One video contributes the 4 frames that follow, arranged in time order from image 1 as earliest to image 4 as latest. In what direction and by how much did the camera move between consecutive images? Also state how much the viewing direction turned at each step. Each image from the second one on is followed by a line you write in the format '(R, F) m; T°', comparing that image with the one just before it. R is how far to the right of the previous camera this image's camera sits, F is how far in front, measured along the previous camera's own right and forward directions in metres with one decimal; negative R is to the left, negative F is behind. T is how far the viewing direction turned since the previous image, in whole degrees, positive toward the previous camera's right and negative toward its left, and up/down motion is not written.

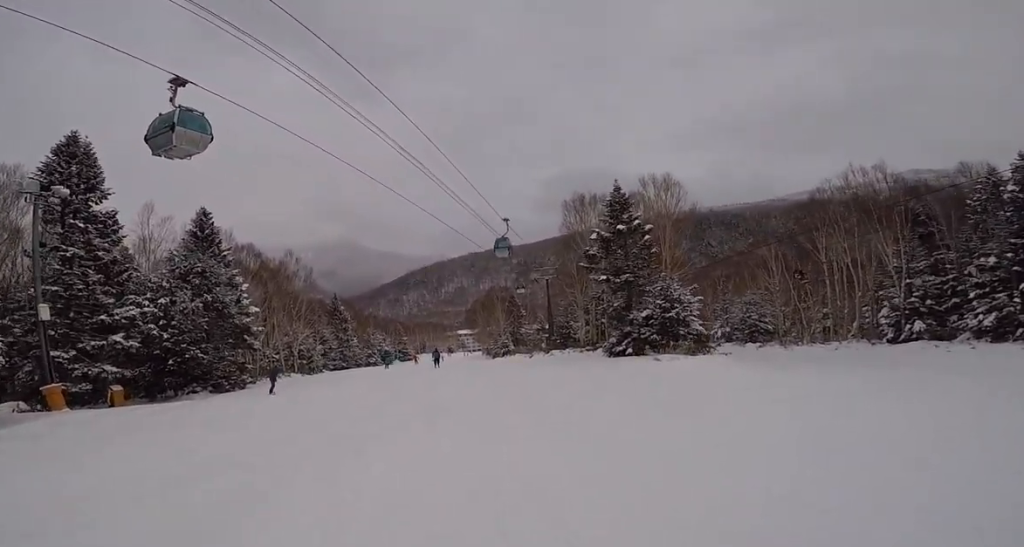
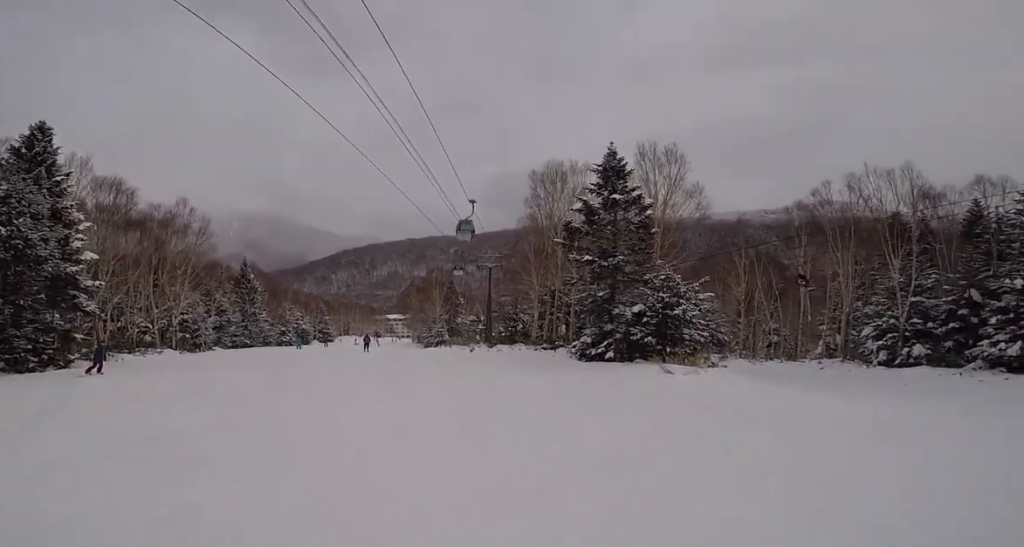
(0.0, +7.9) m; +8°
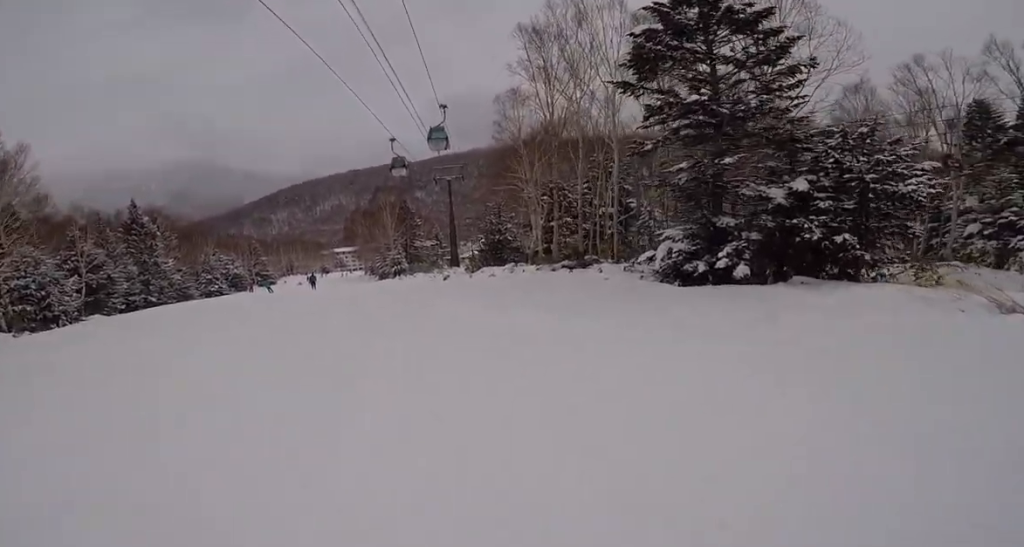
(+1.7, +11.4) m; -1°
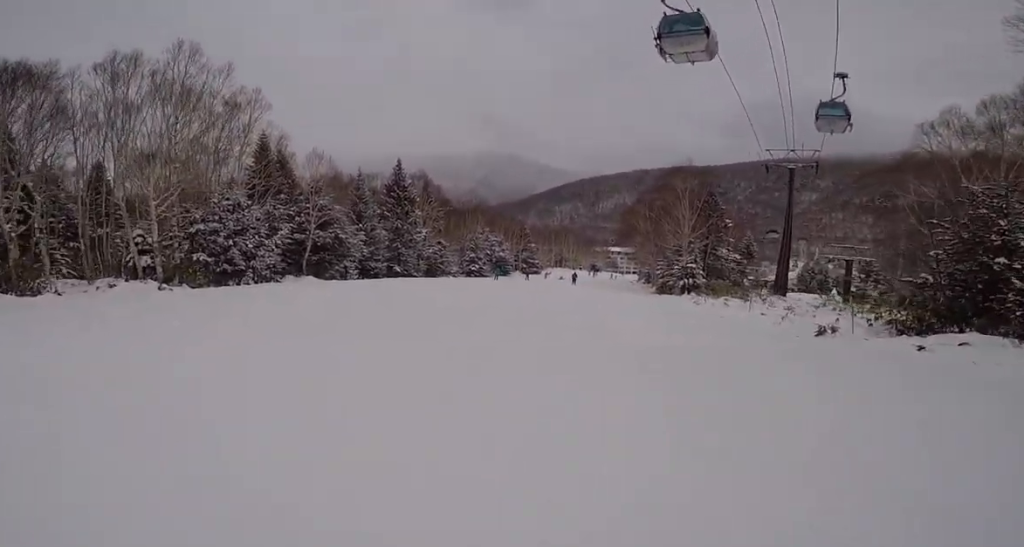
(-4.6, +14.0) m; -19°
